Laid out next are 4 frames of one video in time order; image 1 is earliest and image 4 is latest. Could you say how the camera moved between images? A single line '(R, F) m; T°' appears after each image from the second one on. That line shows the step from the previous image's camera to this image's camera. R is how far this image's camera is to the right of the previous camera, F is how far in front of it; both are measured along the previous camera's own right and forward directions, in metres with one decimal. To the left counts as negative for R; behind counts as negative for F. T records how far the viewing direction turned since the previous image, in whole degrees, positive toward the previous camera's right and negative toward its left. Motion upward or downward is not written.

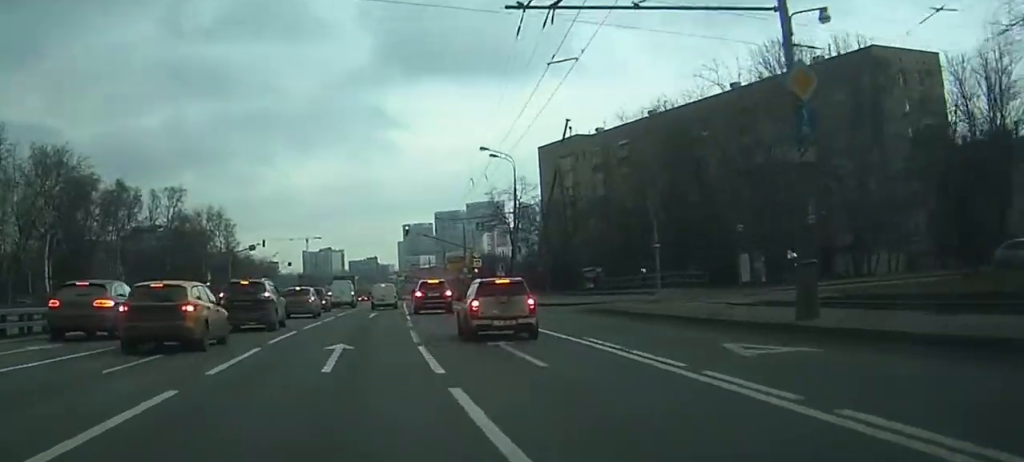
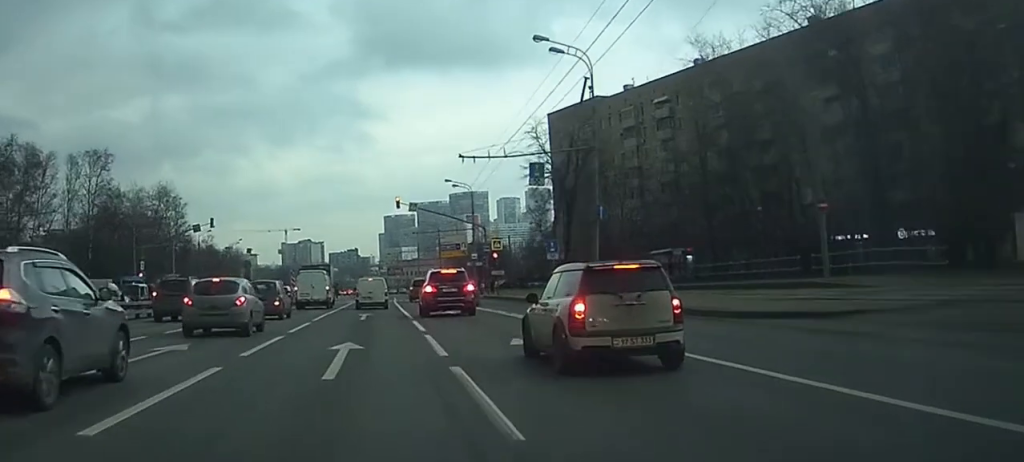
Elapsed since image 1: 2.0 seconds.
(+0.2, +28.4) m; +1°
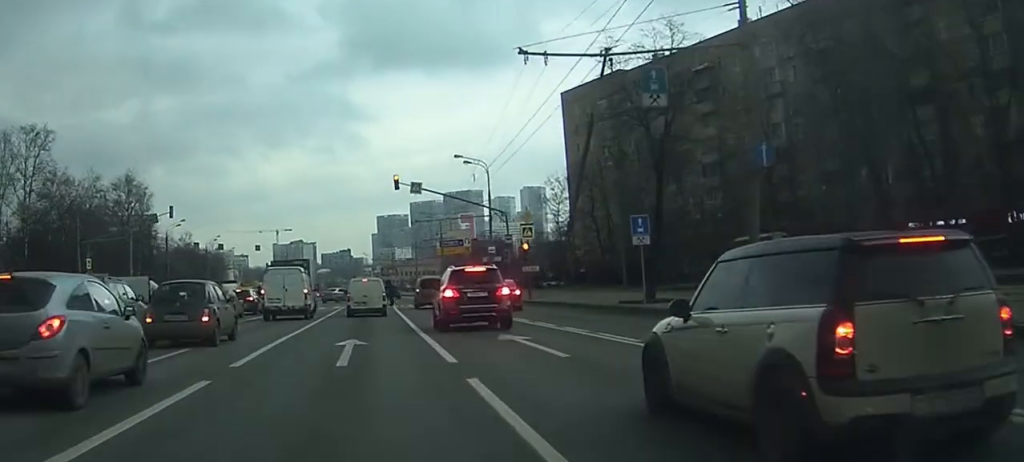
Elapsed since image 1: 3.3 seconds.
(+0.2, +15.8) m; +1°
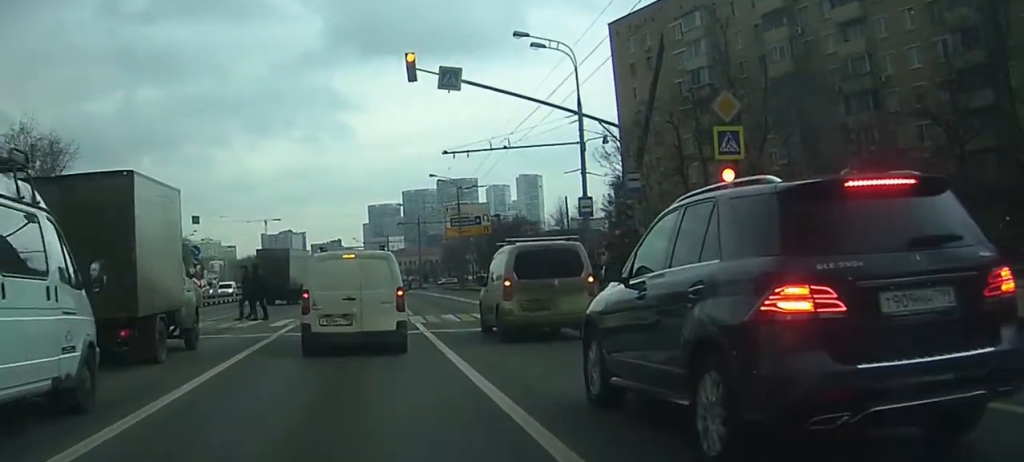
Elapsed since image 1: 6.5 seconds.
(0.0, +29.4) m; -1°
